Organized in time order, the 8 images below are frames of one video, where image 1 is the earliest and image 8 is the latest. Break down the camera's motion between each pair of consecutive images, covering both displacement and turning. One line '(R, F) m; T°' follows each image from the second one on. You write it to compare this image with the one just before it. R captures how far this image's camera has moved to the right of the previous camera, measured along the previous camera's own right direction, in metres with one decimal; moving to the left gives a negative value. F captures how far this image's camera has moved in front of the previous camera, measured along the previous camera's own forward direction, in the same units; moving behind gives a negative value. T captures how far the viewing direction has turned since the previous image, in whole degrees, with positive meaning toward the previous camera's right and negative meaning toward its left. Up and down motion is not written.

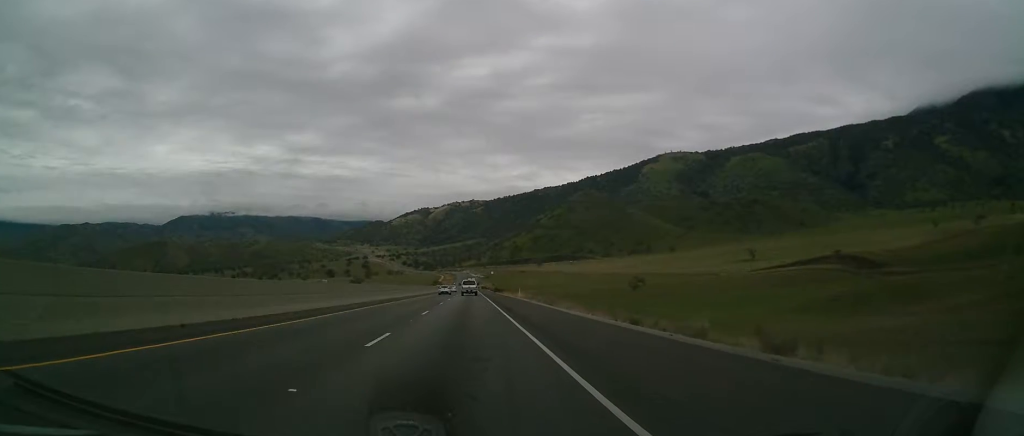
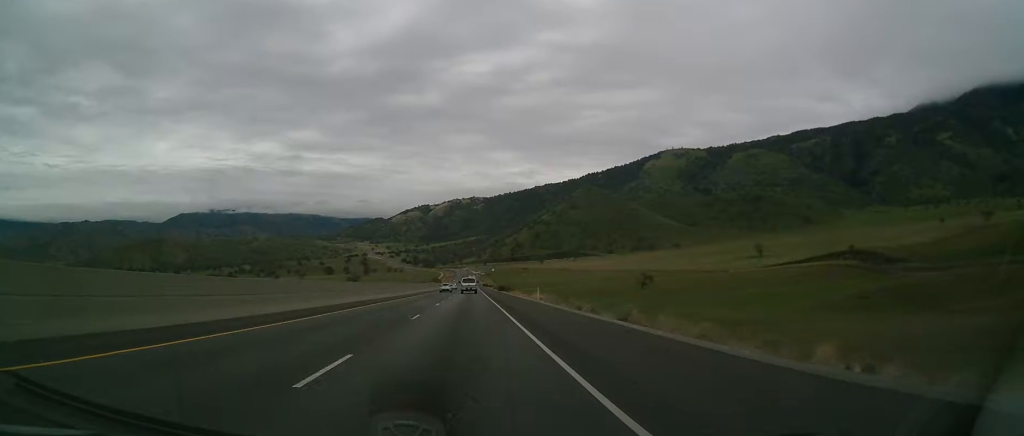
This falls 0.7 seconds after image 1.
(-0.2, +19.9) m; 0°
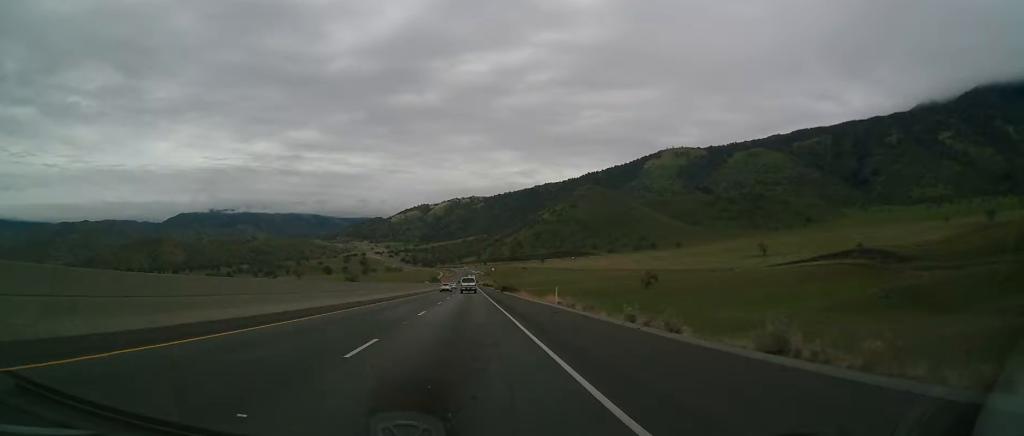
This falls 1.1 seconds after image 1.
(-0.1, +11.4) m; 0°
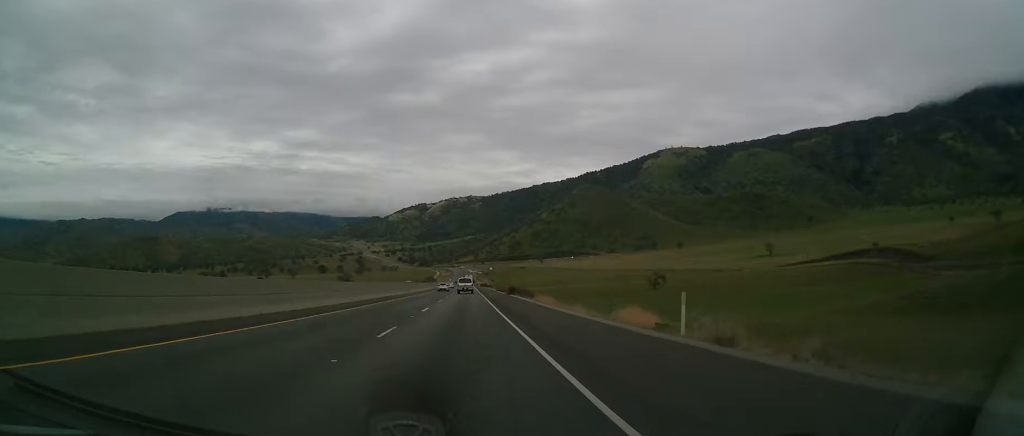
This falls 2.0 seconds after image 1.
(+0.2, +24.8) m; +1°
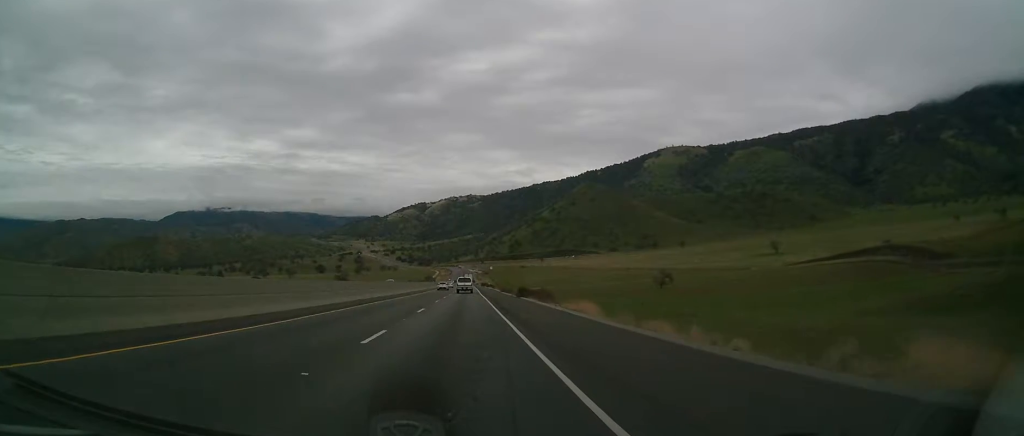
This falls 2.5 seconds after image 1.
(+0.1, +16.3) m; 0°
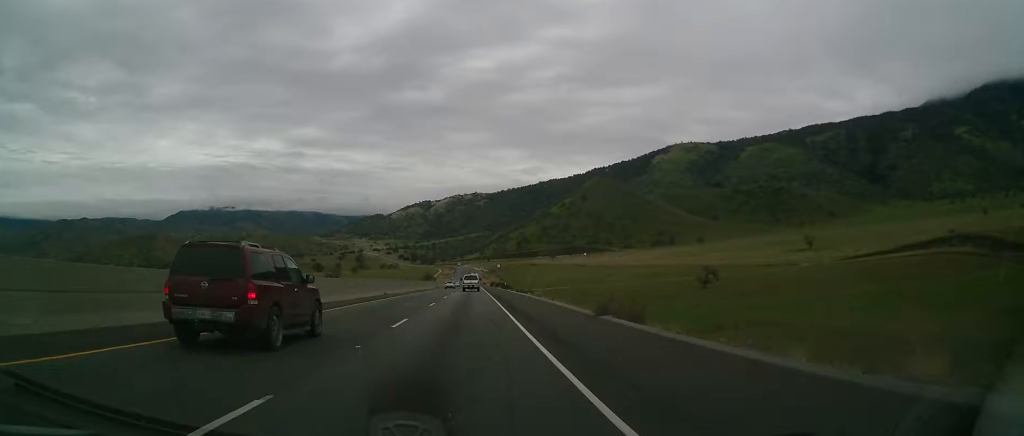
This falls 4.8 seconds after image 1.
(0.0, +67.1) m; 0°
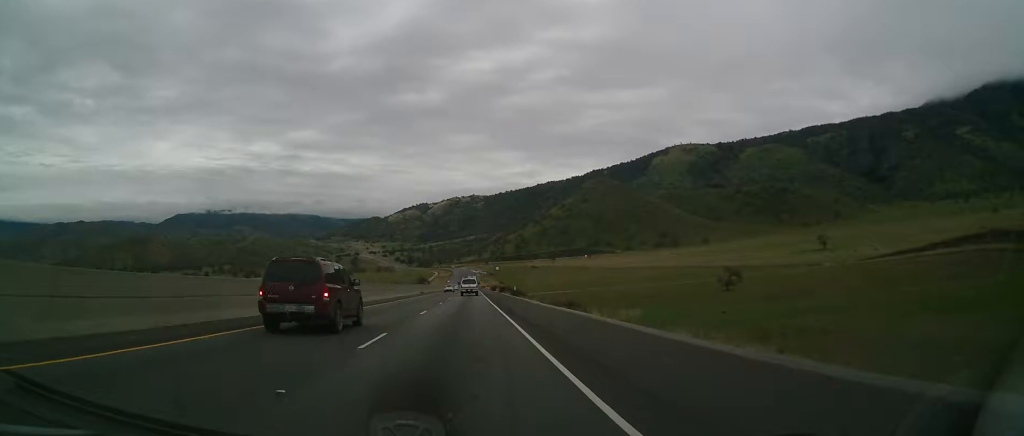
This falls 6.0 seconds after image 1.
(-0.3, +33.9) m; 0°
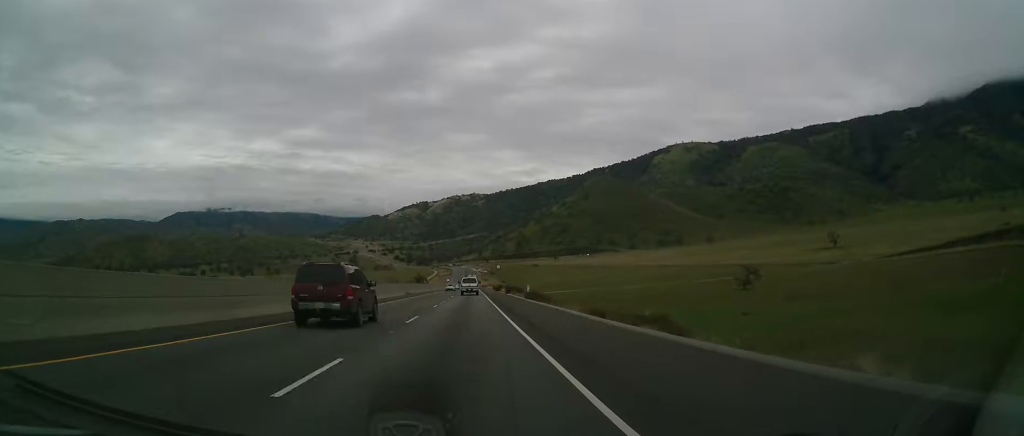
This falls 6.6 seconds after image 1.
(0.0, +20.1) m; 0°
